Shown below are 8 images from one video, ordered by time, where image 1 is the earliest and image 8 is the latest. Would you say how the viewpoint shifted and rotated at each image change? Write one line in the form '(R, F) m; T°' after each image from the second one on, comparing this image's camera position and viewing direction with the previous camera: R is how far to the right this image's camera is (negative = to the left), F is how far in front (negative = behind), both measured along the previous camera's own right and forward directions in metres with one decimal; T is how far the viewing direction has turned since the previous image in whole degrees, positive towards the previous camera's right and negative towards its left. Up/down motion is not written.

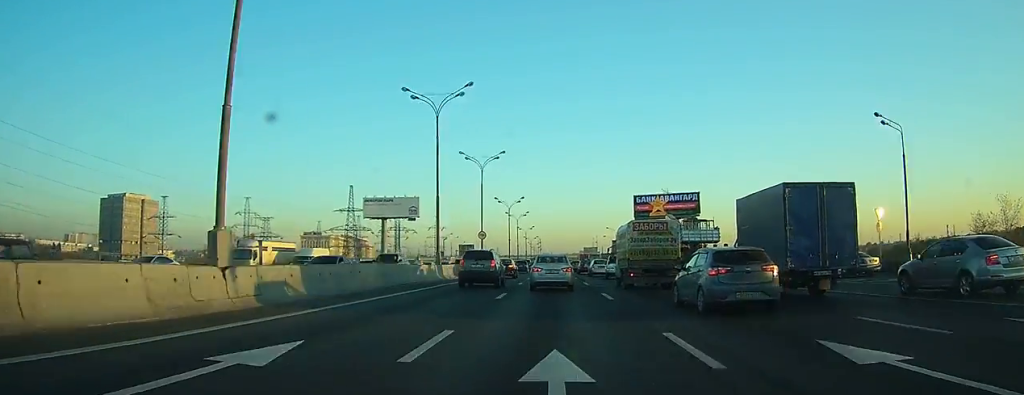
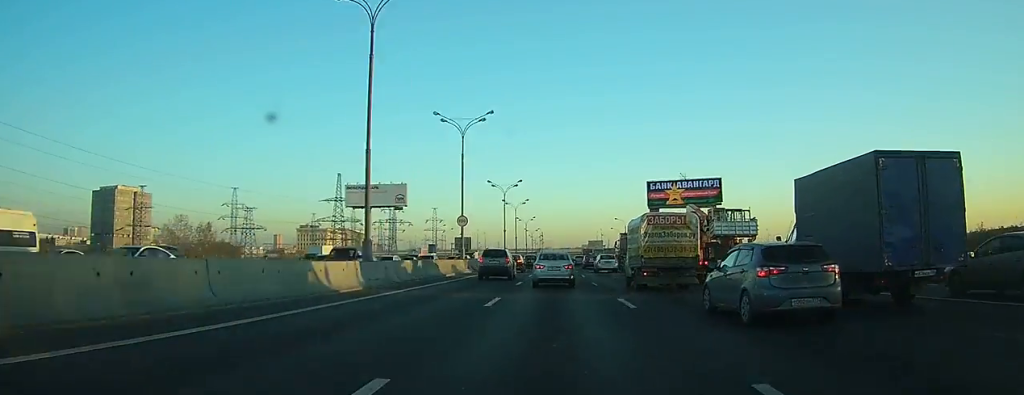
(+0.1, +14.5) m; 0°
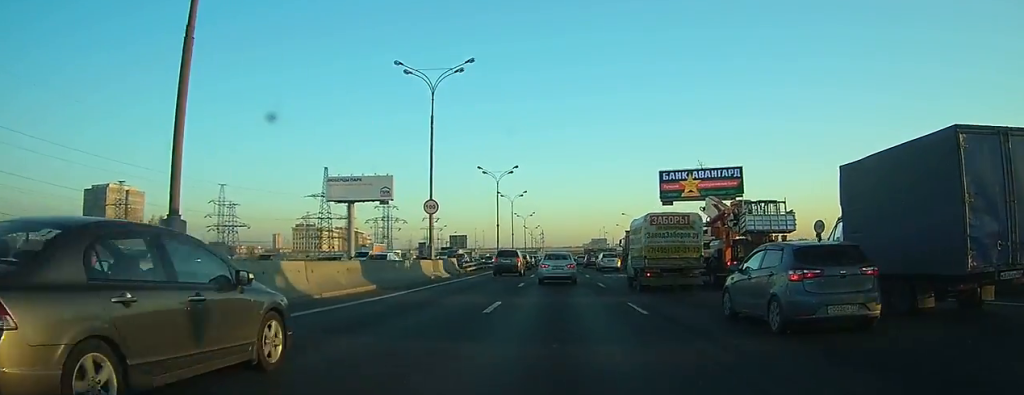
(0.0, +12.9) m; 0°
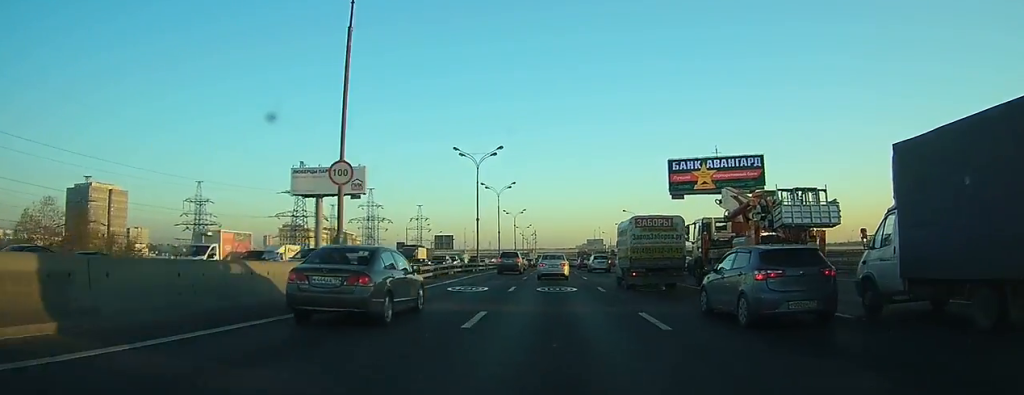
(-0.1, +16.6) m; 0°
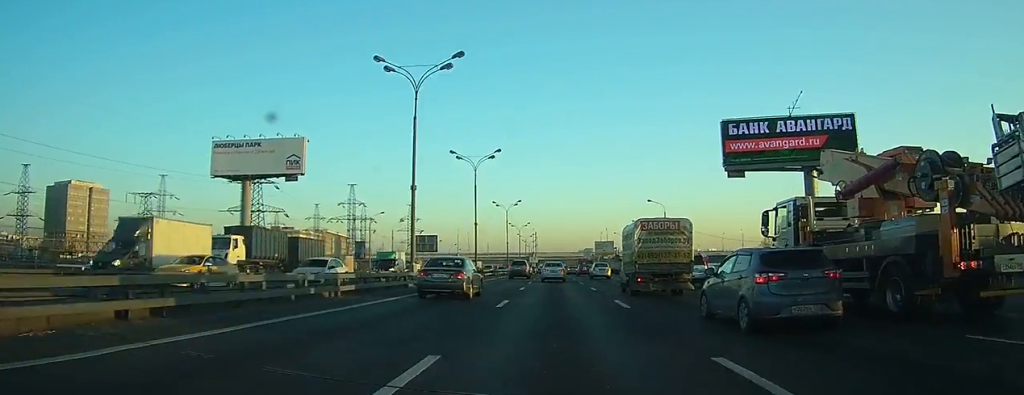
(+0.2, +31.9) m; +1°
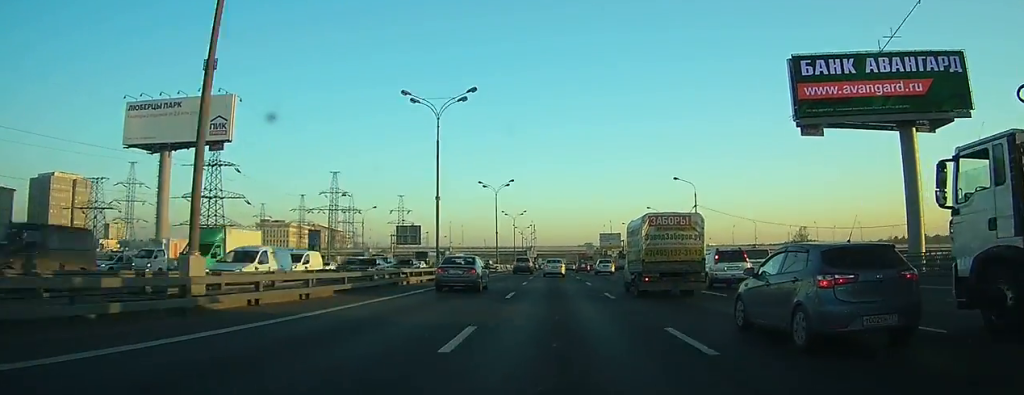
(0.0, +20.5) m; 0°
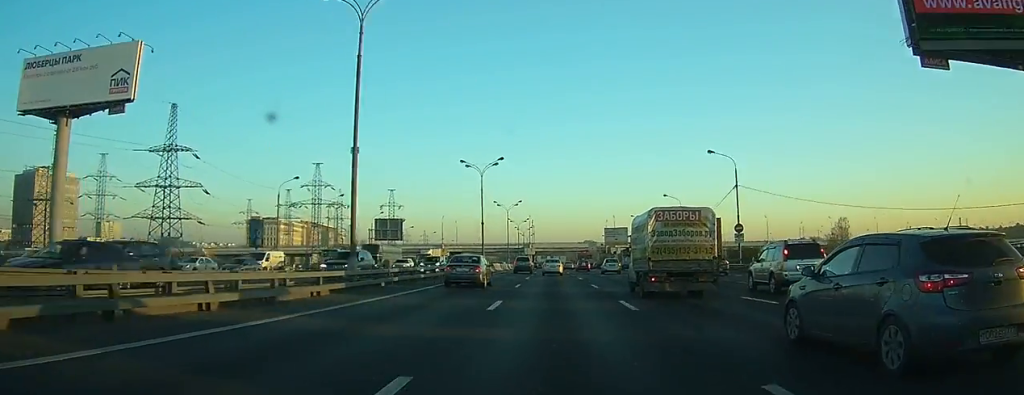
(0.0, +16.2) m; 0°
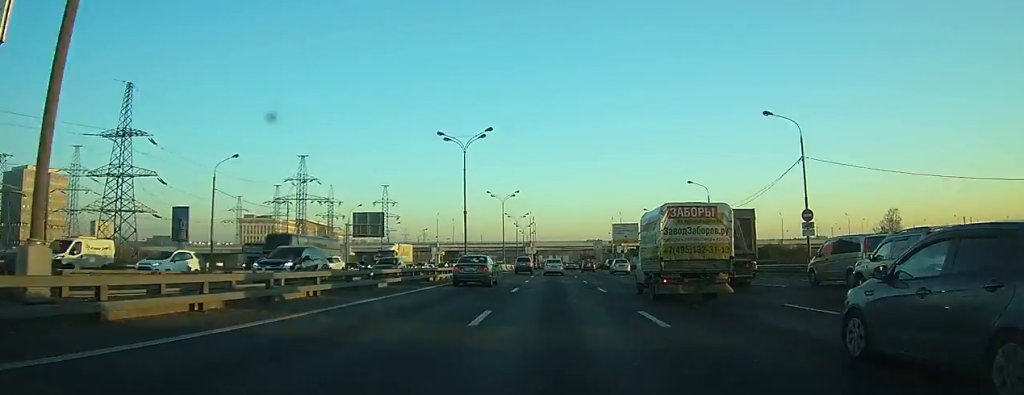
(0.0, +13.8) m; 0°
